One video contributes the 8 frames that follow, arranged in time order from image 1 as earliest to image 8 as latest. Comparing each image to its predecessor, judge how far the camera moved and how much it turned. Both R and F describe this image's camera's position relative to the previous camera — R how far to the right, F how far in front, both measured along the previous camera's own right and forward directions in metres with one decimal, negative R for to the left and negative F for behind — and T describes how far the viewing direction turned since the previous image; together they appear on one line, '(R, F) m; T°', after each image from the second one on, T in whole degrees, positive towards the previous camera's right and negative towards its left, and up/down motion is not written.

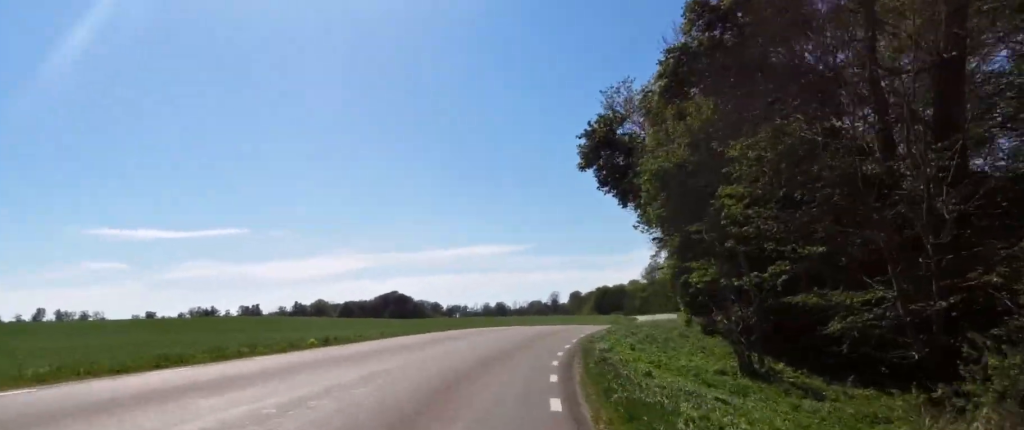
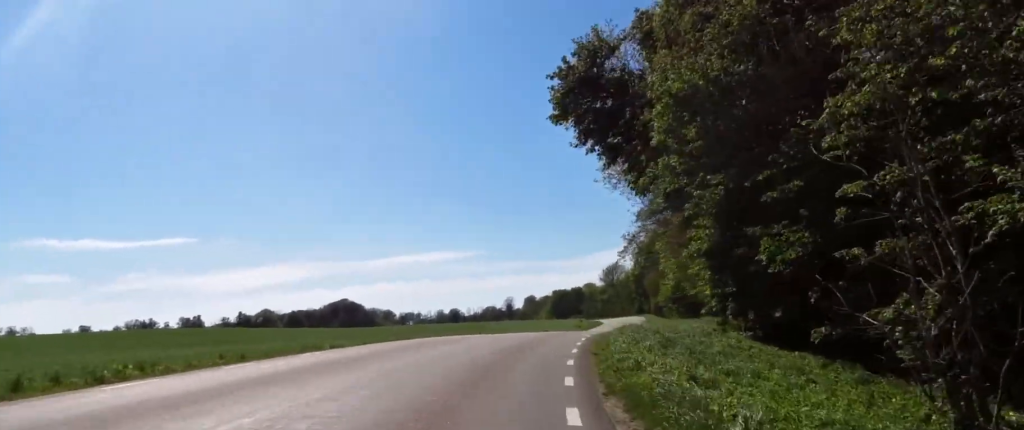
(0.0, +10.2) m; +8°
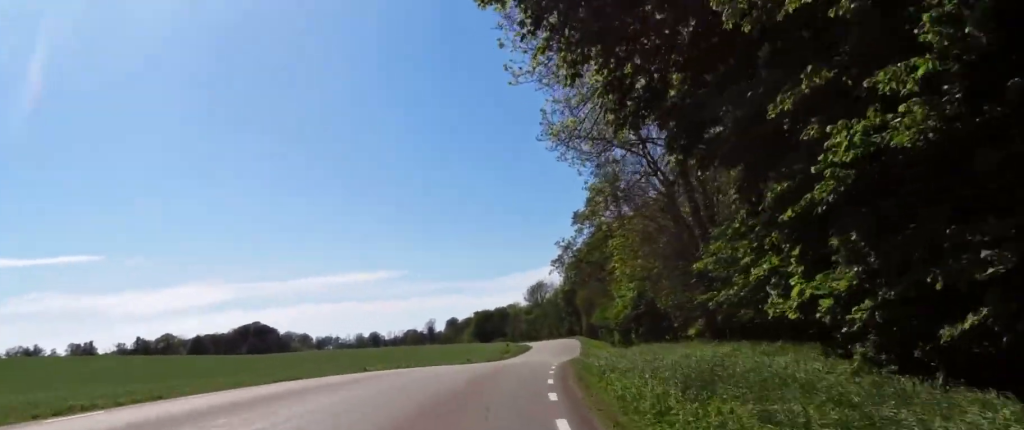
(+1.5, +11.6) m; +1°
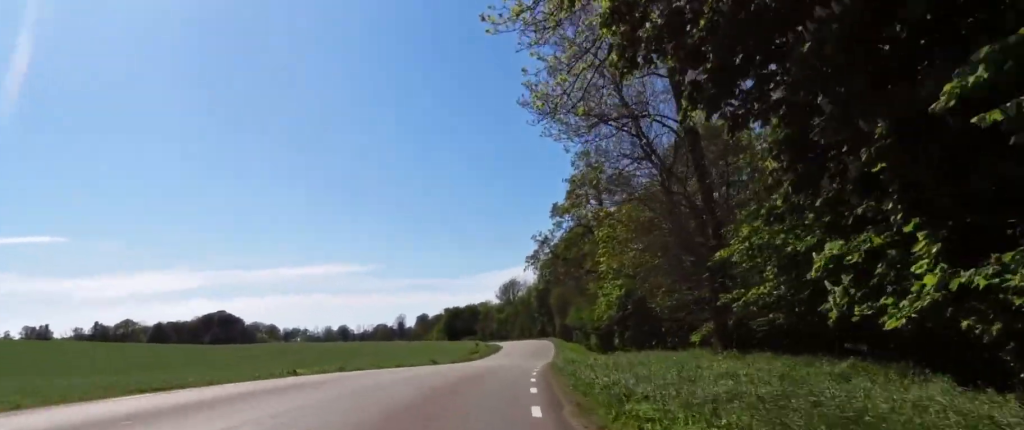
(-0.6, +4.3) m; +3°
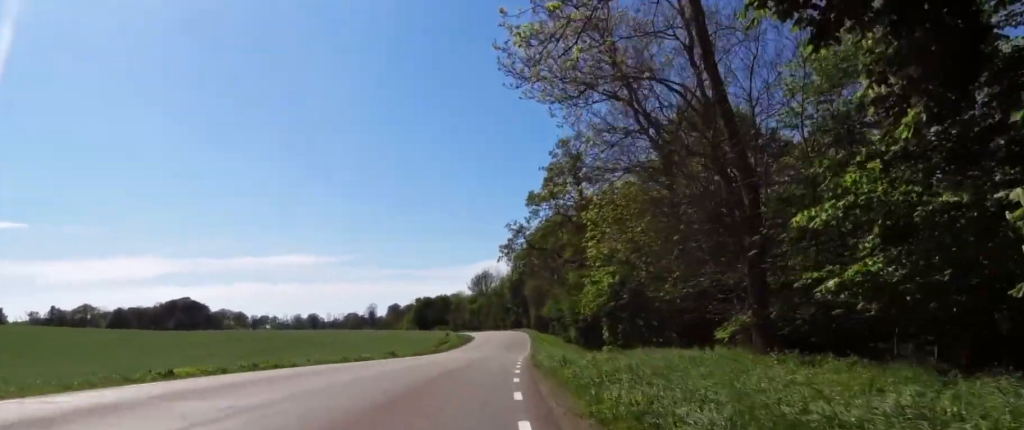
(-1.0, +5.1) m; +4°
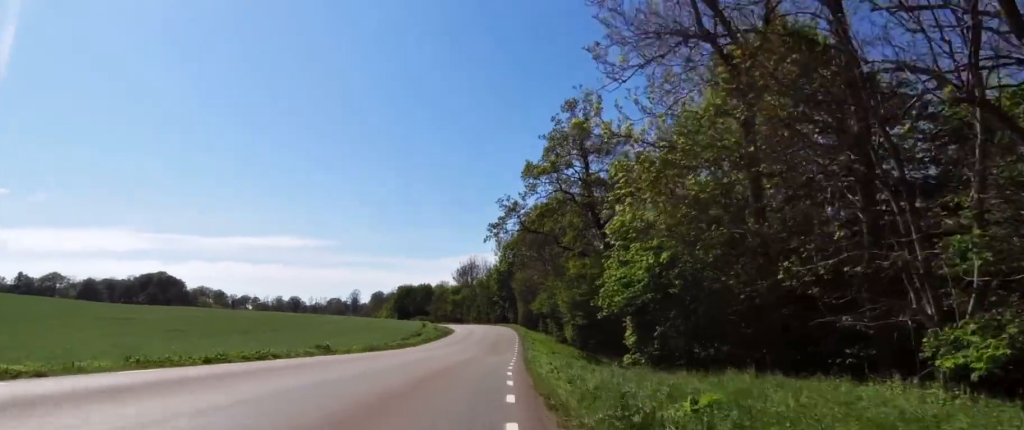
(+2.1, +8.8) m; +7°
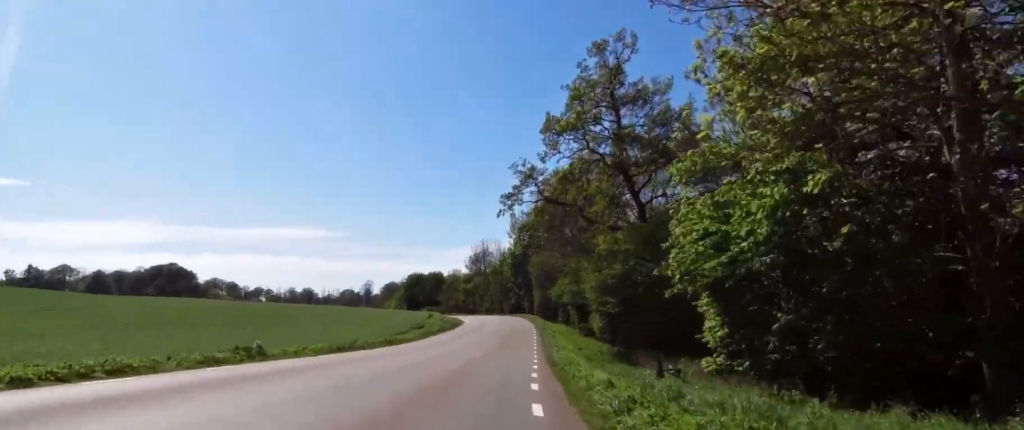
(0.0, +7.4) m; -1°
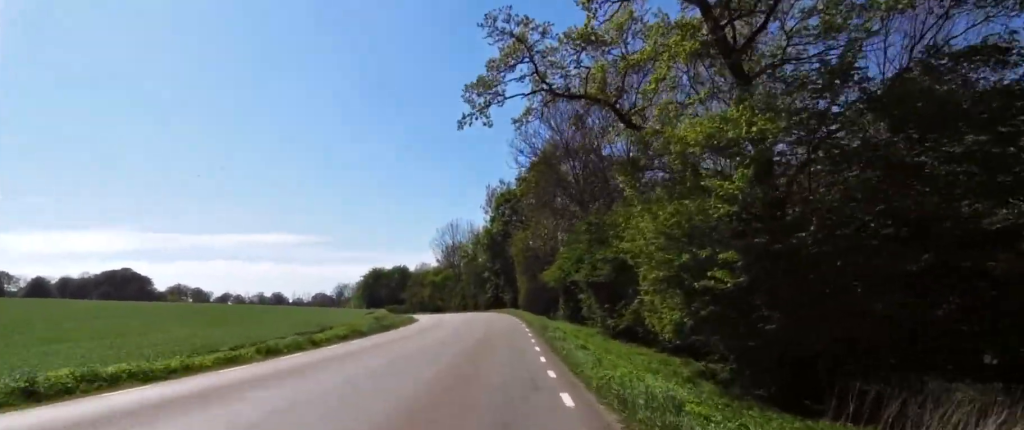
(-0.8, +20.8) m; +3°
